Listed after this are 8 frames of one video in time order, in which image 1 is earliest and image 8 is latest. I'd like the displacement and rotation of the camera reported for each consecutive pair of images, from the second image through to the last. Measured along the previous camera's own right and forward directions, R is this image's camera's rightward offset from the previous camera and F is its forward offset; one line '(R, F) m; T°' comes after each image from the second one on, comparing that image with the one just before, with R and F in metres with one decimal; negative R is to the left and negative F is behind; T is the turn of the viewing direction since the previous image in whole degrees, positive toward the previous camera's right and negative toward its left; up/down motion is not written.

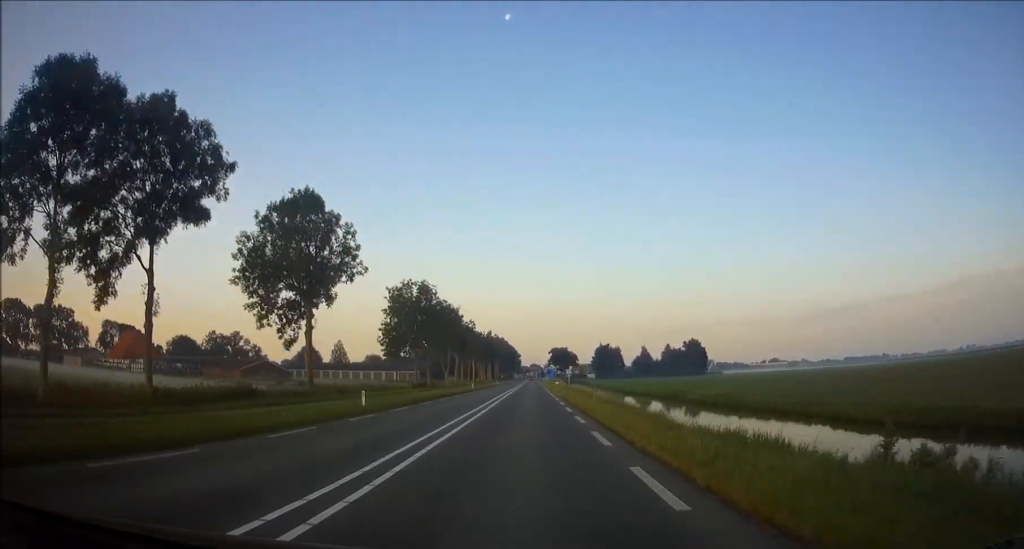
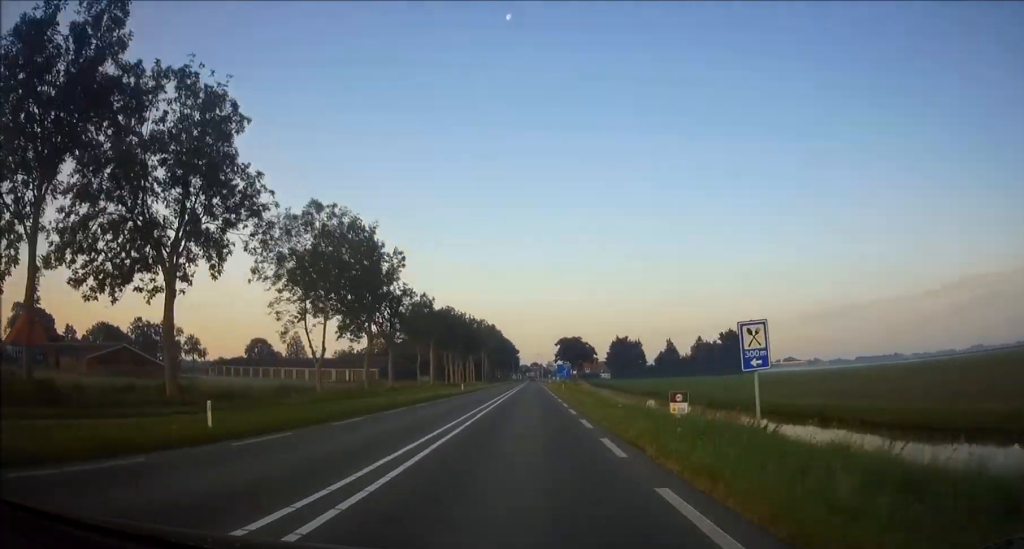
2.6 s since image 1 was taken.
(-0.1, +61.7) m; 0°
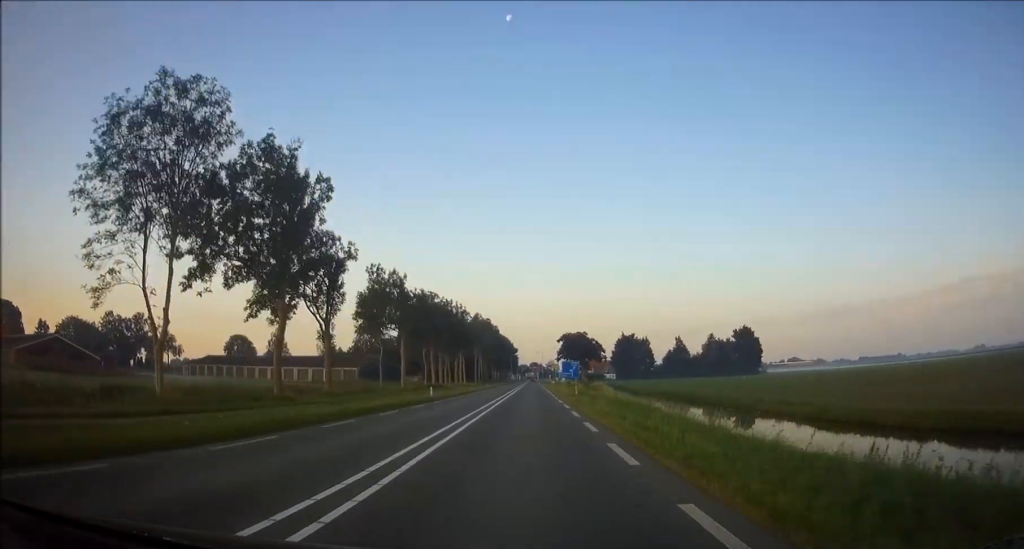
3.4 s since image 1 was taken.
(0.0, +18.9) m; 0°
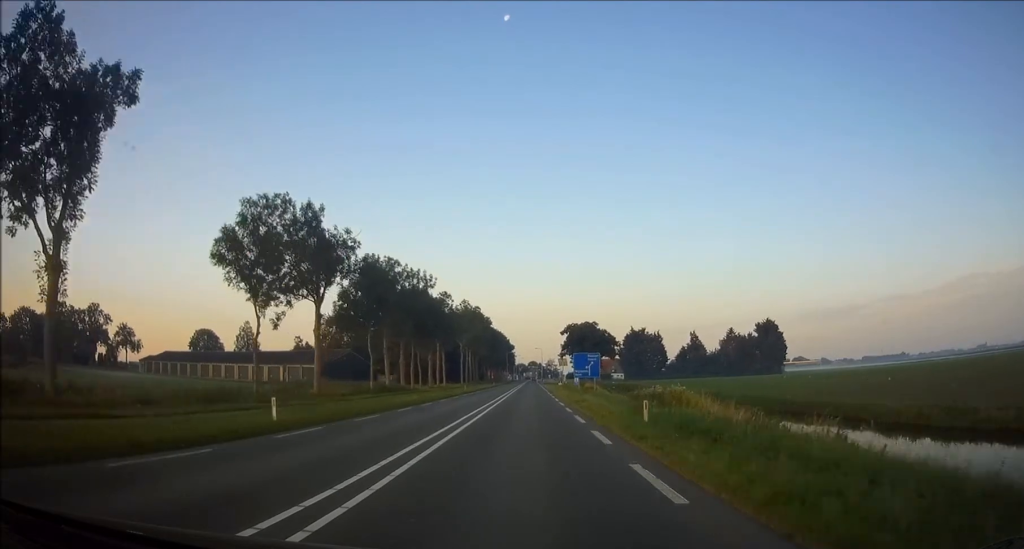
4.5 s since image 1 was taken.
(0.0, +26.8) m; 0°
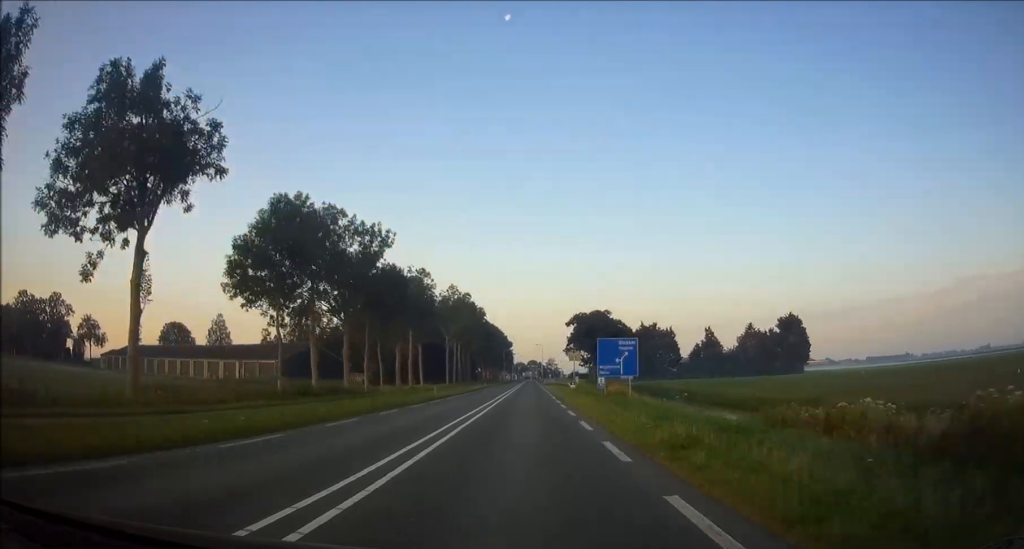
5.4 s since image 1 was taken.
(+0.1, +20.5) m; 0°
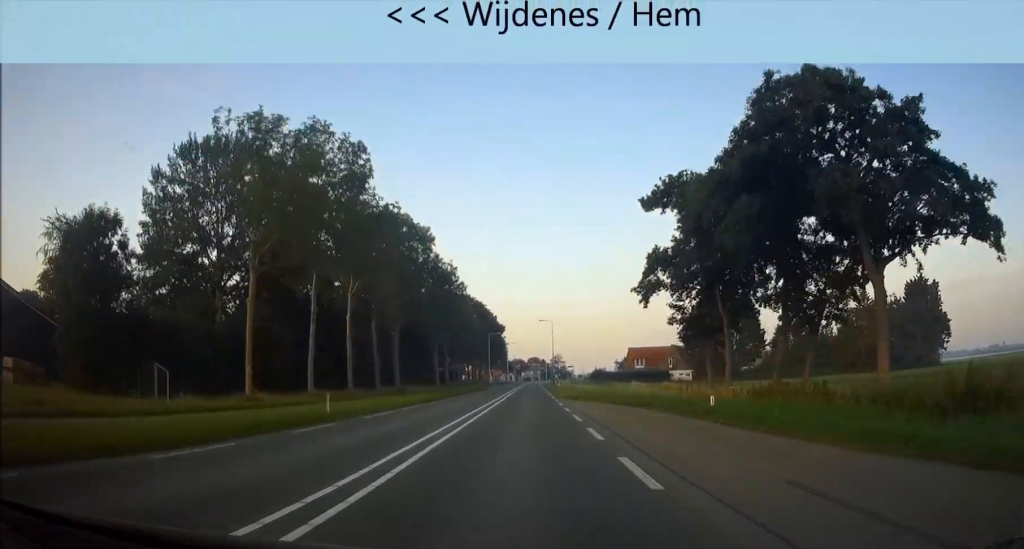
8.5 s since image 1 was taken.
(+0.3, +74.0) m; 0°
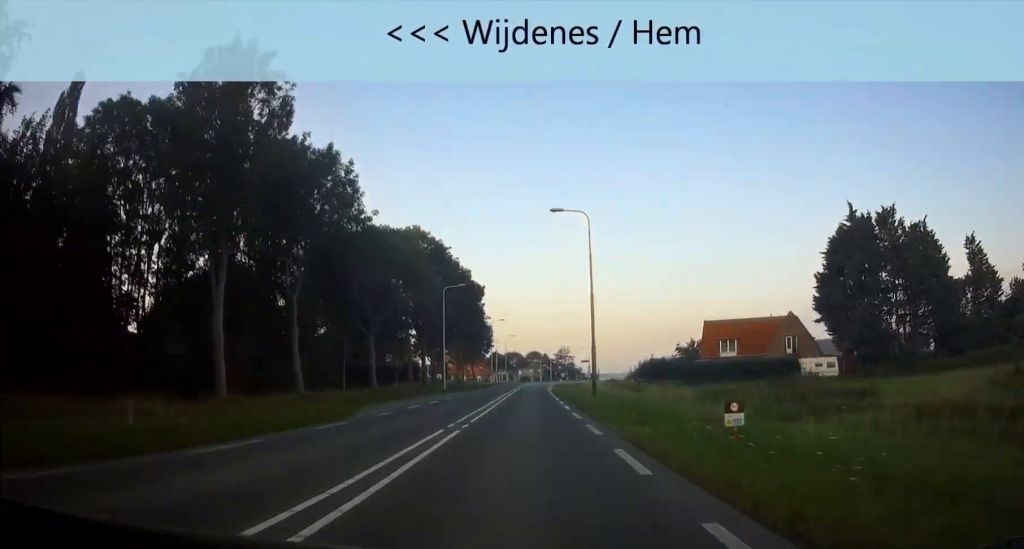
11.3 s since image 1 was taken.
(-0.3, +64.7) m; 0°
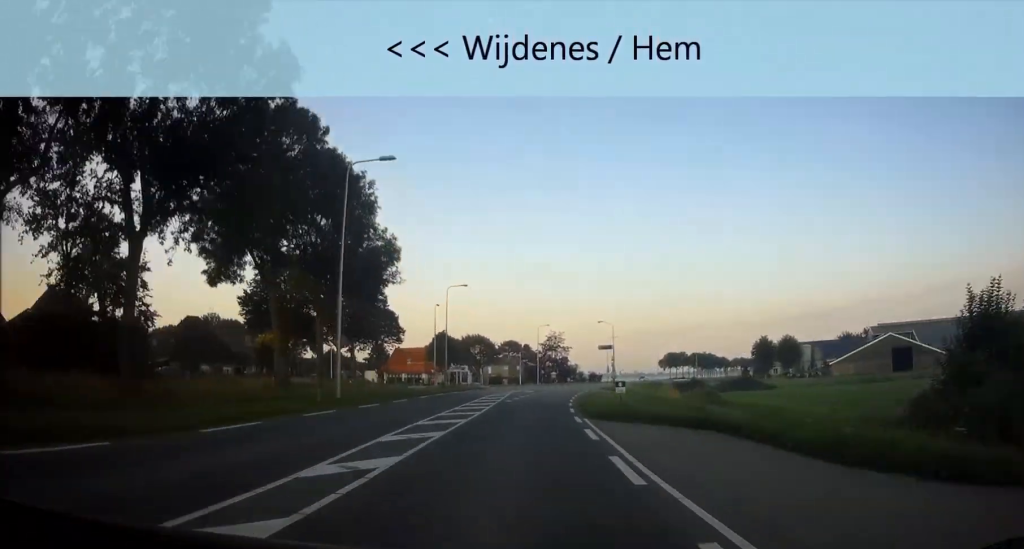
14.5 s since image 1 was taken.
(+0.9, +76.1) m; +3°
